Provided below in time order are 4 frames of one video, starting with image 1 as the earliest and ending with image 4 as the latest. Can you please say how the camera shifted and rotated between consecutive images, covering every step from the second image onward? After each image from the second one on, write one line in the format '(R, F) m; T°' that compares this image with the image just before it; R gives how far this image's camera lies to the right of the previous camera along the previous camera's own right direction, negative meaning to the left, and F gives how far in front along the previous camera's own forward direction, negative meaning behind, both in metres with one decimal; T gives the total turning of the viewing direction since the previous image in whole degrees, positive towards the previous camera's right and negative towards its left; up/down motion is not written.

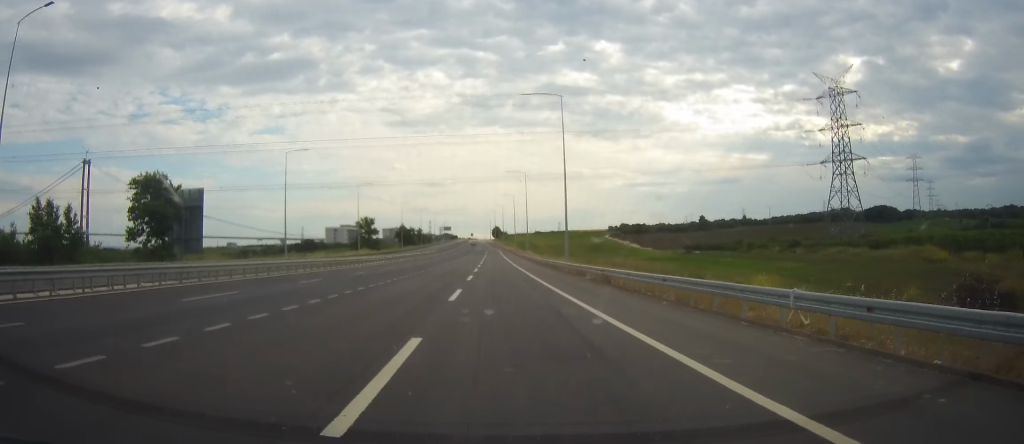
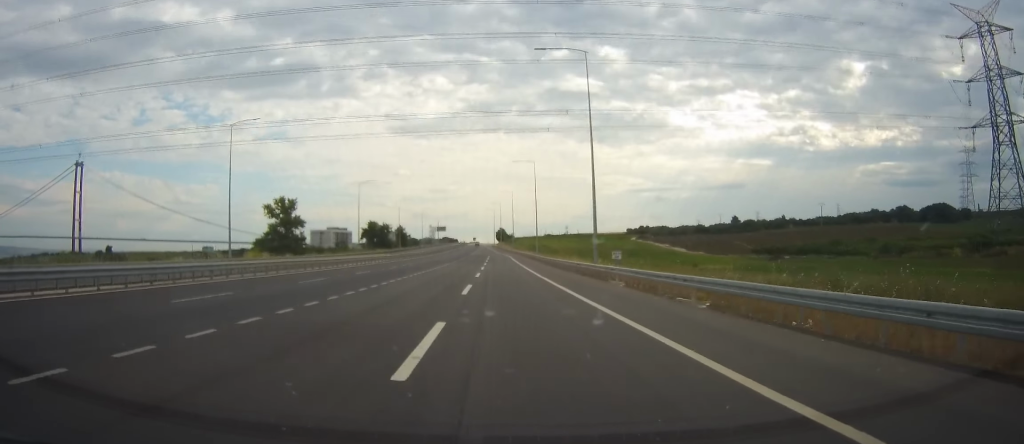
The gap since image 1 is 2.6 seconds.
(0.0, +72.2) m; -1°
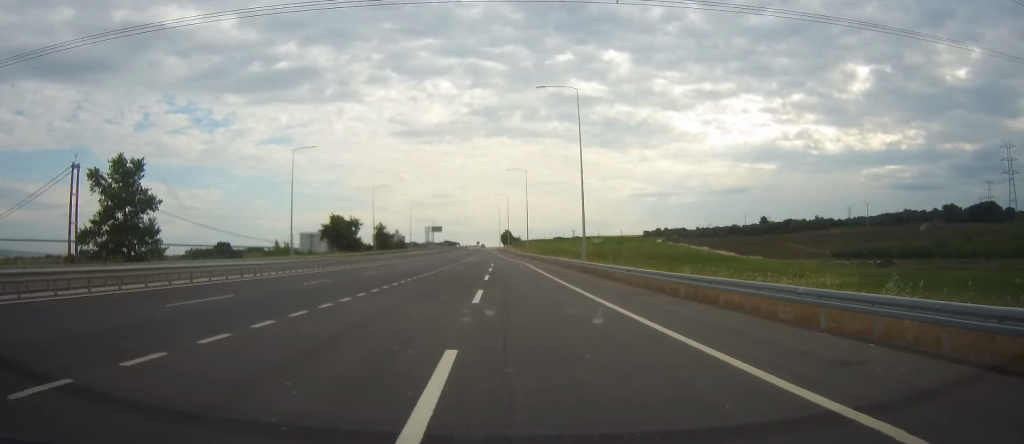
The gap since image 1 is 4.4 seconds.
(+0.6, +50.4) m; +1°
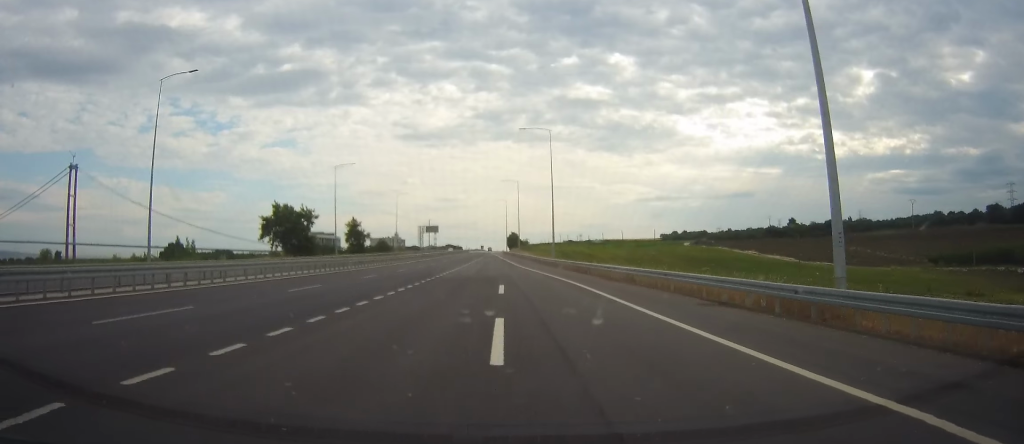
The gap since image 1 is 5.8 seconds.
(-0.4, +40.1) m; -1°
